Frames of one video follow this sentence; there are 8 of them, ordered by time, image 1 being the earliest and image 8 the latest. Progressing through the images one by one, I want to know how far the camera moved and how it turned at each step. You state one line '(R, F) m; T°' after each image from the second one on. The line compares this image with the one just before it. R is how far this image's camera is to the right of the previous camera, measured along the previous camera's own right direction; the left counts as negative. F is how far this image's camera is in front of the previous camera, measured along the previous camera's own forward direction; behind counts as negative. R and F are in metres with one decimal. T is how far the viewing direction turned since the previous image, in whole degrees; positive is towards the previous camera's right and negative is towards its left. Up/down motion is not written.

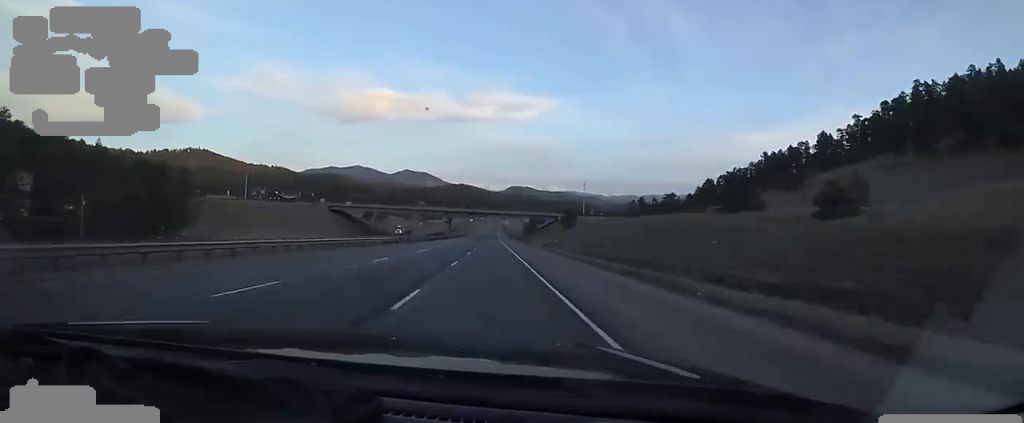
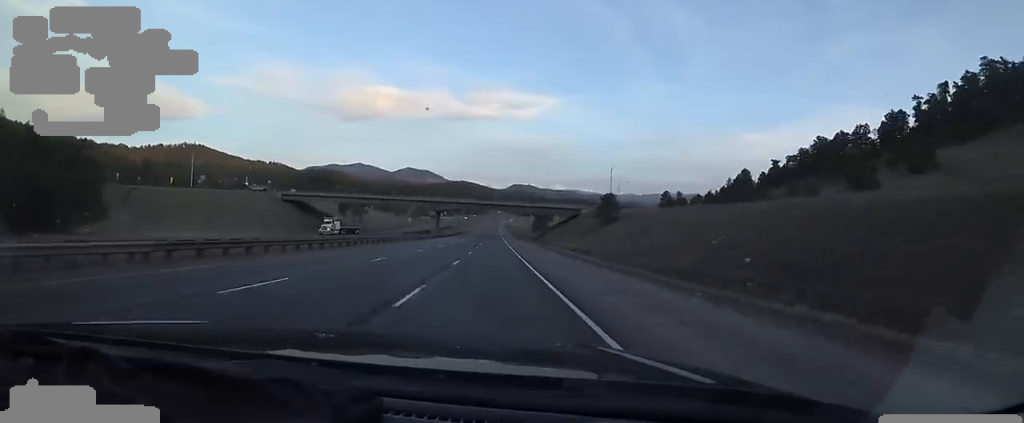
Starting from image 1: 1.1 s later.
(-0.2, +36.7) m; +2°
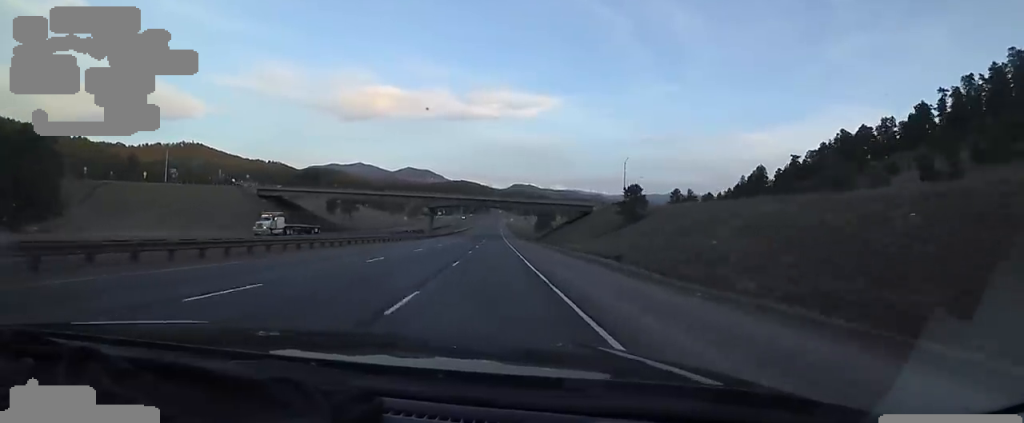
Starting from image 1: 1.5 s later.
(+0.1, +13.2) m; 0°
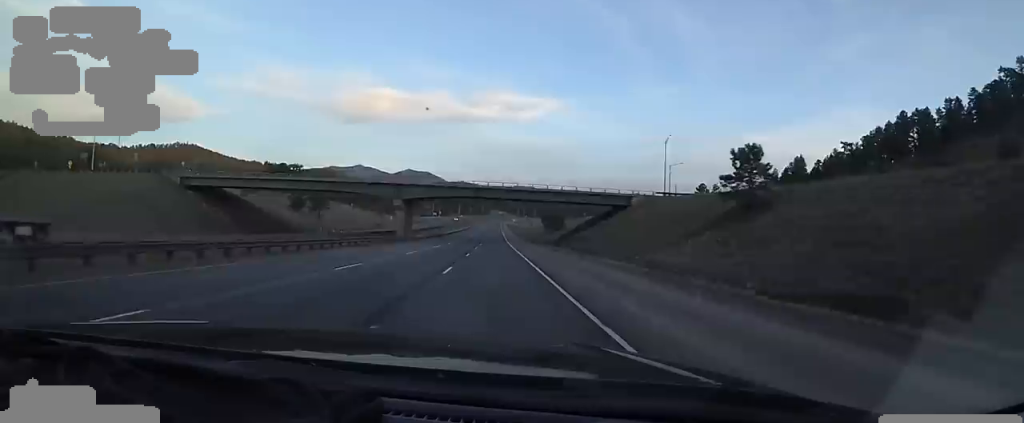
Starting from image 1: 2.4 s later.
(+0.9, +28.4) m; -1°
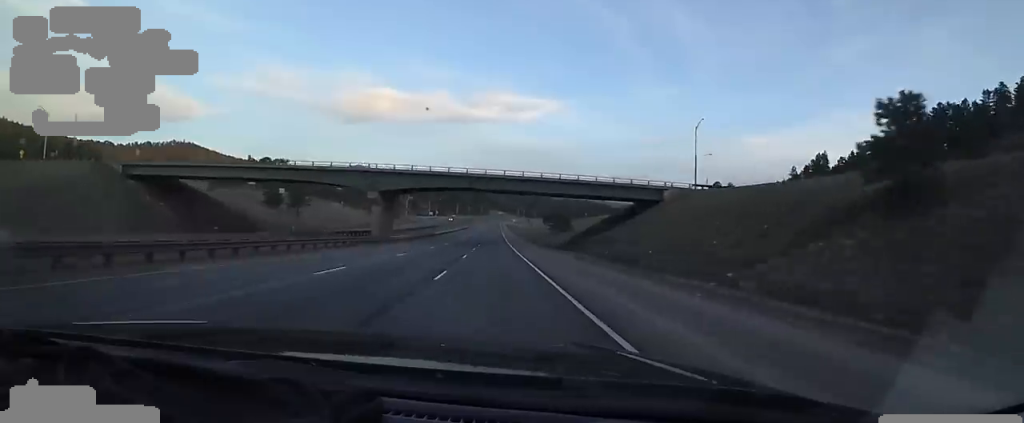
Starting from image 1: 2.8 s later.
(-0.5, +14.6) m; -2°
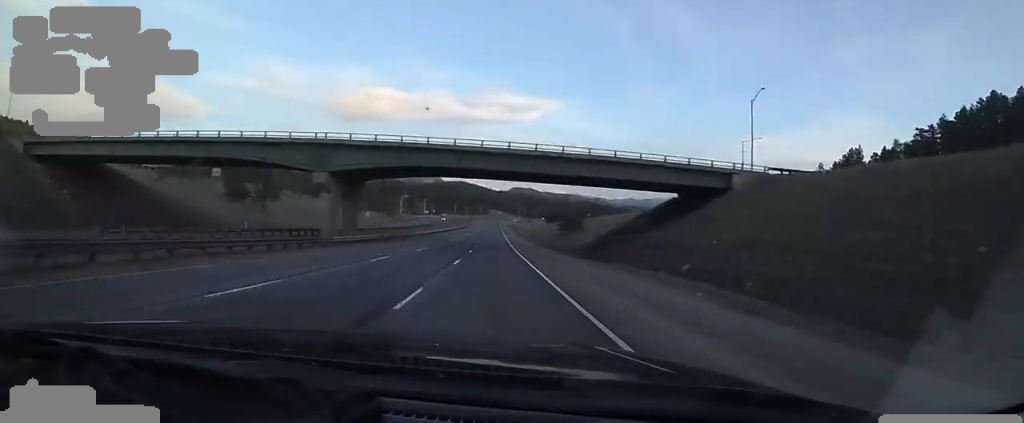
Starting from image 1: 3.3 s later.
(-0.2, +18.0) m; -2°
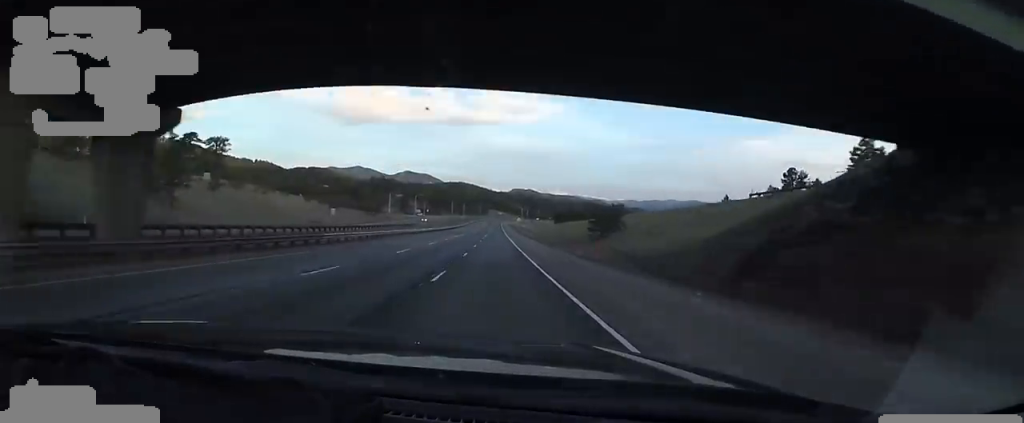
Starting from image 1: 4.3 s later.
(-1.0, +33.6) m; +2°
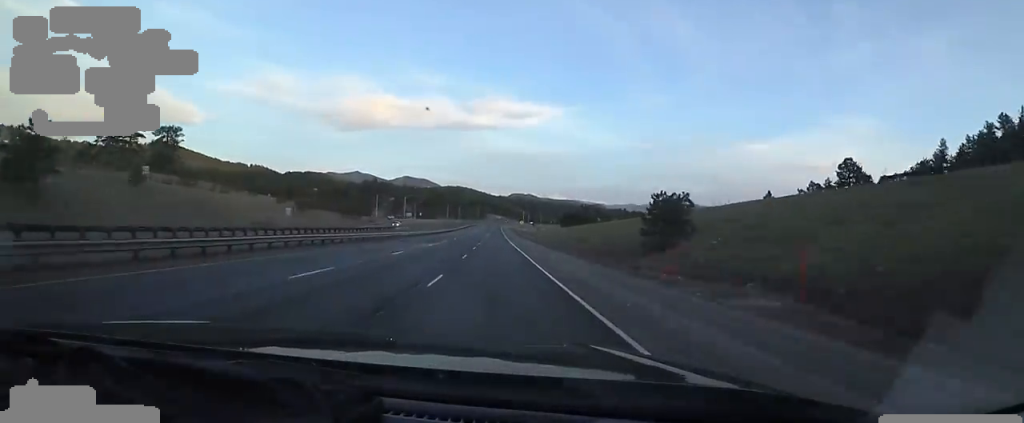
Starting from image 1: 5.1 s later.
(+1.9, +26.0) m; 0°
